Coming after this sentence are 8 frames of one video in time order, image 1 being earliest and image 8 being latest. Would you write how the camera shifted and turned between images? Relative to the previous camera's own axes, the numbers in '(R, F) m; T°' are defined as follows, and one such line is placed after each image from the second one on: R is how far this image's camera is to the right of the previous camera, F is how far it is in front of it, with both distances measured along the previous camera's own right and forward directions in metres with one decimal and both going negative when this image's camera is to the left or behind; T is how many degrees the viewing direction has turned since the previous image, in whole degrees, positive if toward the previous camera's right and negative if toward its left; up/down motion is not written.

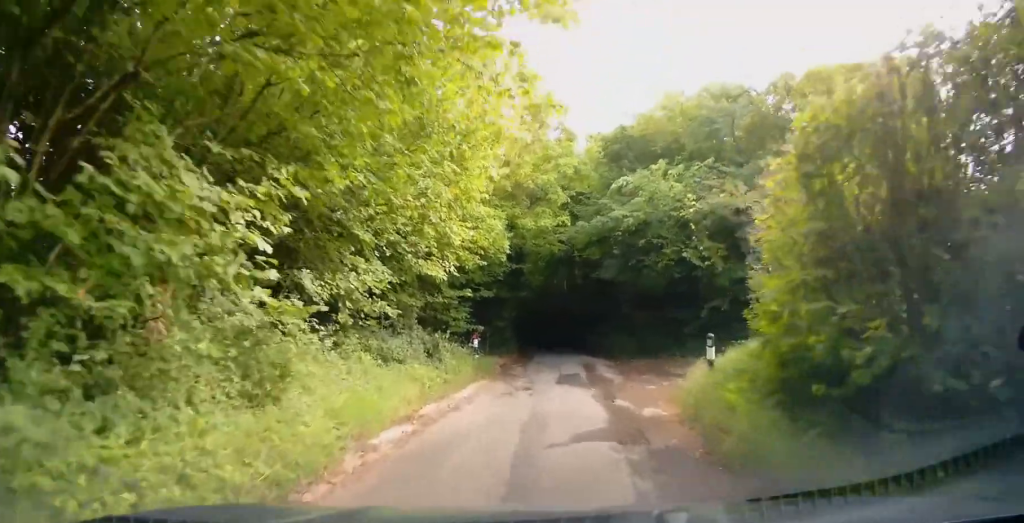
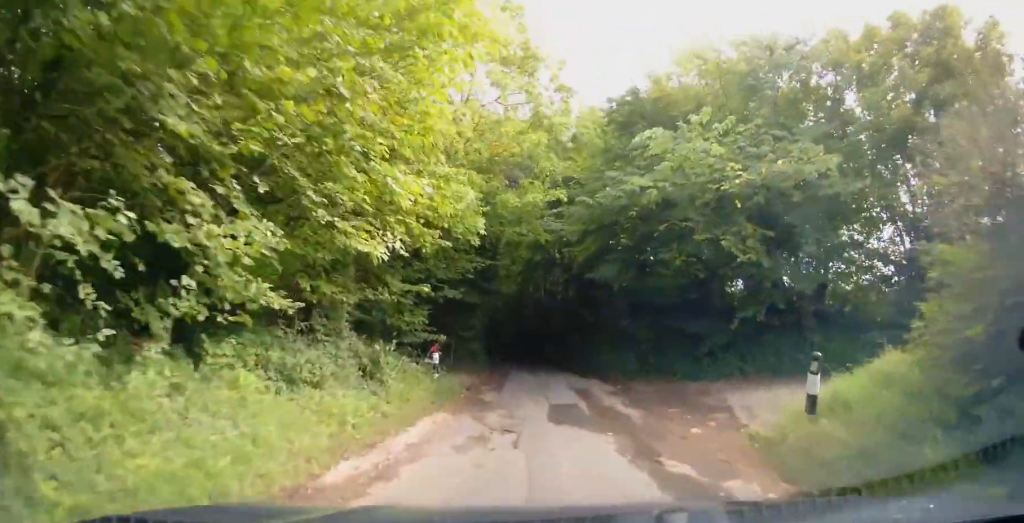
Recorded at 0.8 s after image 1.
(0.0, +4.4) m; +5°
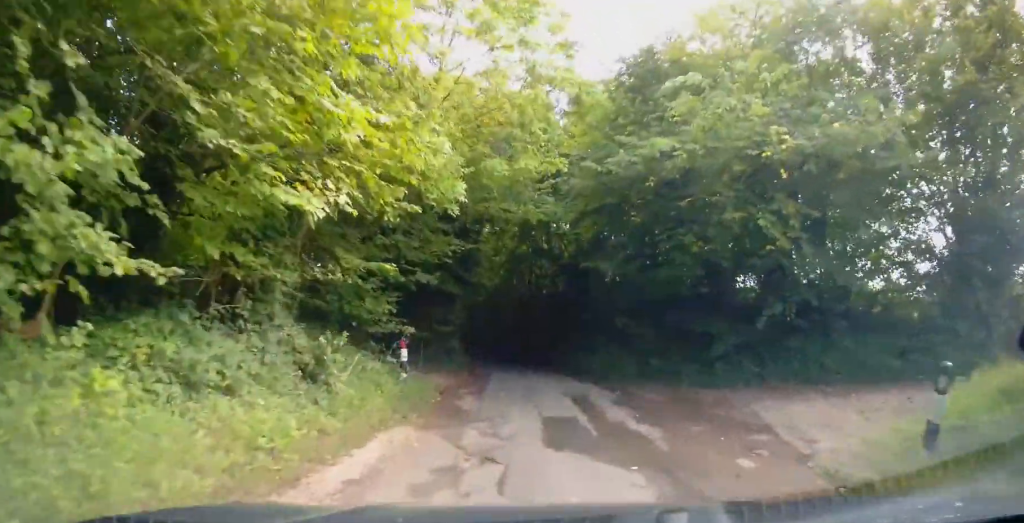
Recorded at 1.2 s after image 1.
(+0.2, +2.4) m; +3°
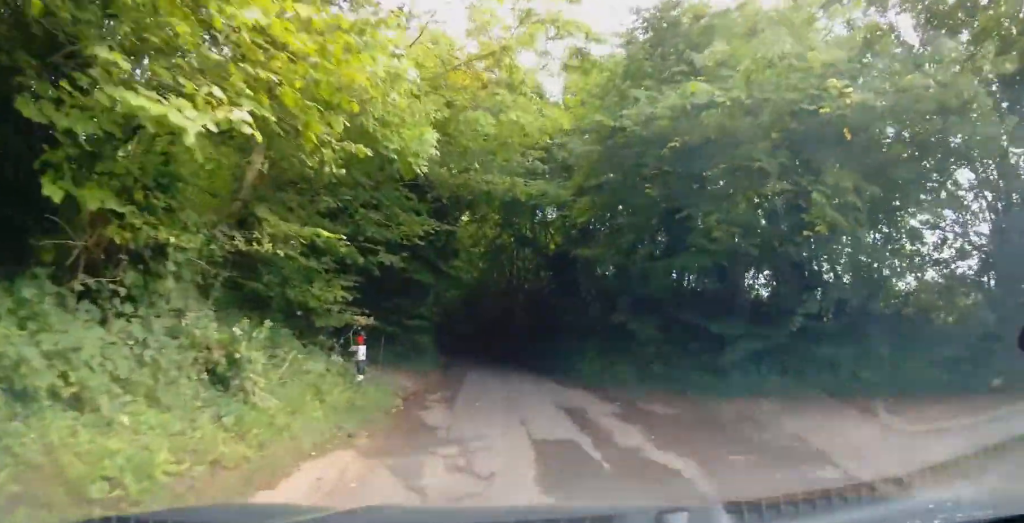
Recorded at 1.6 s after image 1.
(+0.1, +2.2) m; +2°
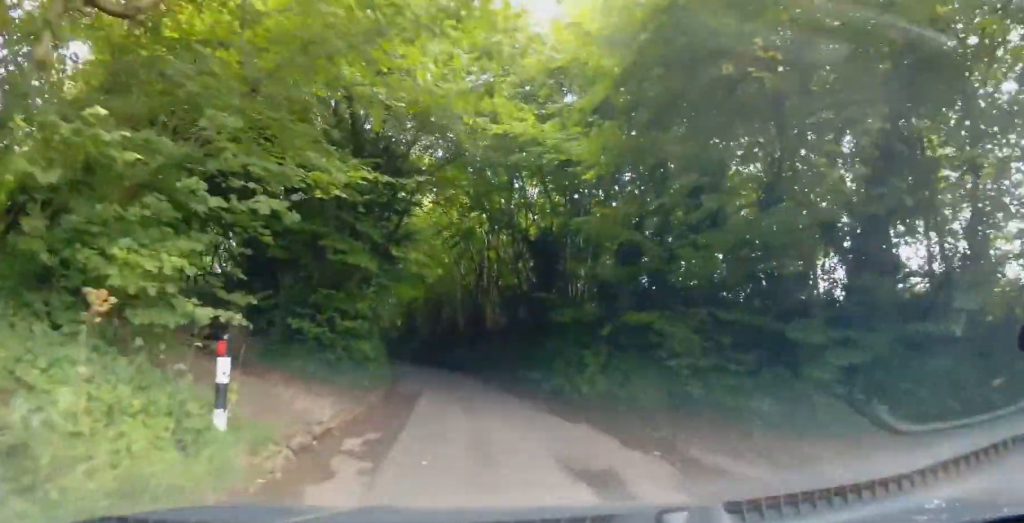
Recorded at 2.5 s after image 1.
(+0.1, +4.5) m; +2°
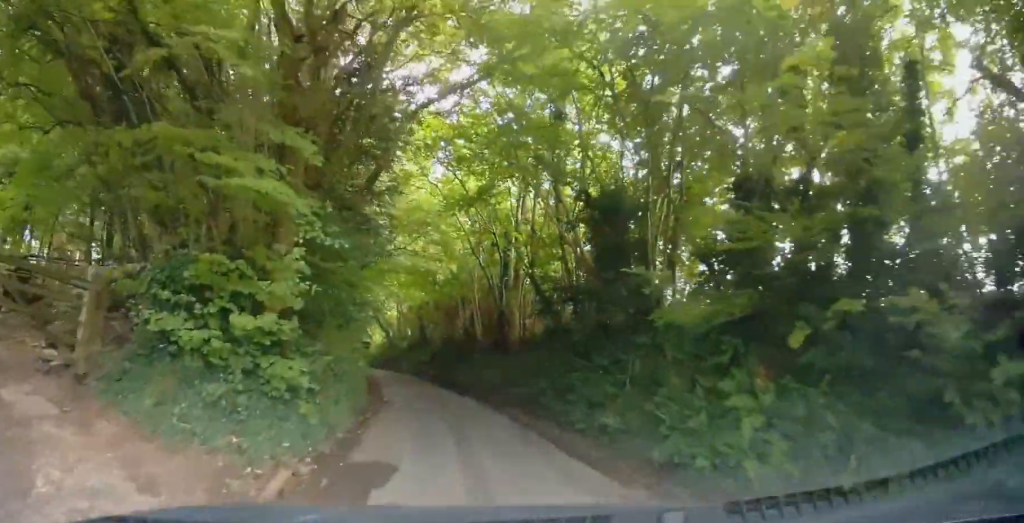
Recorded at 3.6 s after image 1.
(0.0, +6.3) m; +2°
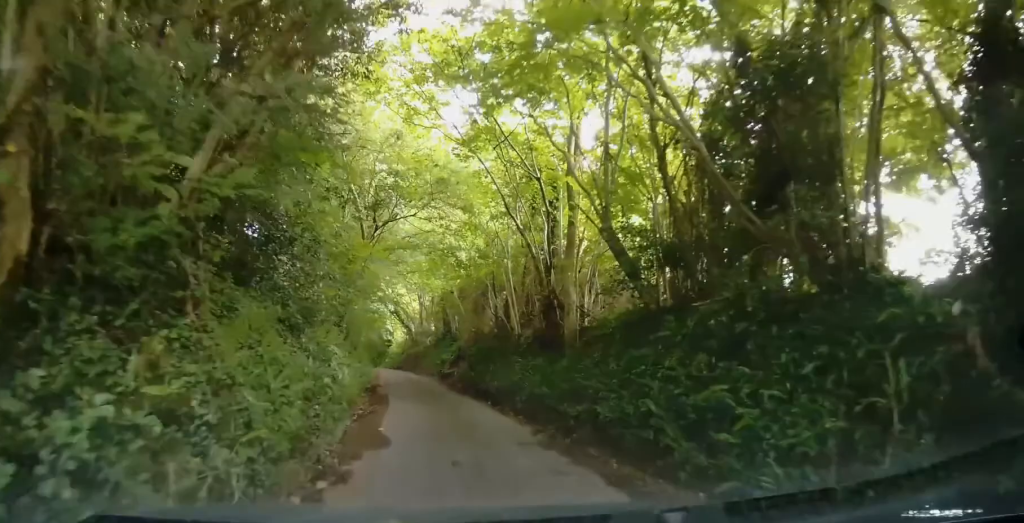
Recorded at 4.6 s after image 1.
(+0.2, +5.2) m; -4°
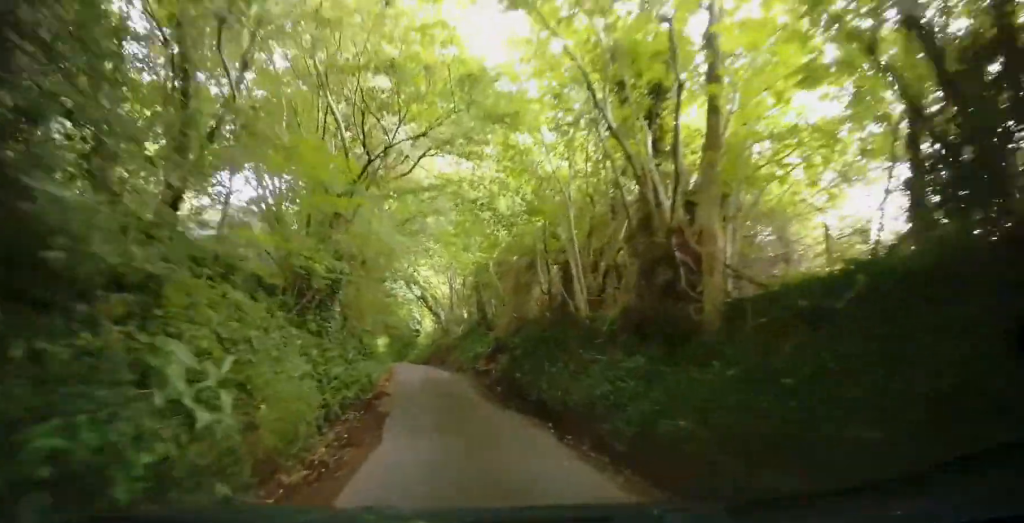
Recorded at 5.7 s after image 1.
(-0.6, +5.8) m; -6°
